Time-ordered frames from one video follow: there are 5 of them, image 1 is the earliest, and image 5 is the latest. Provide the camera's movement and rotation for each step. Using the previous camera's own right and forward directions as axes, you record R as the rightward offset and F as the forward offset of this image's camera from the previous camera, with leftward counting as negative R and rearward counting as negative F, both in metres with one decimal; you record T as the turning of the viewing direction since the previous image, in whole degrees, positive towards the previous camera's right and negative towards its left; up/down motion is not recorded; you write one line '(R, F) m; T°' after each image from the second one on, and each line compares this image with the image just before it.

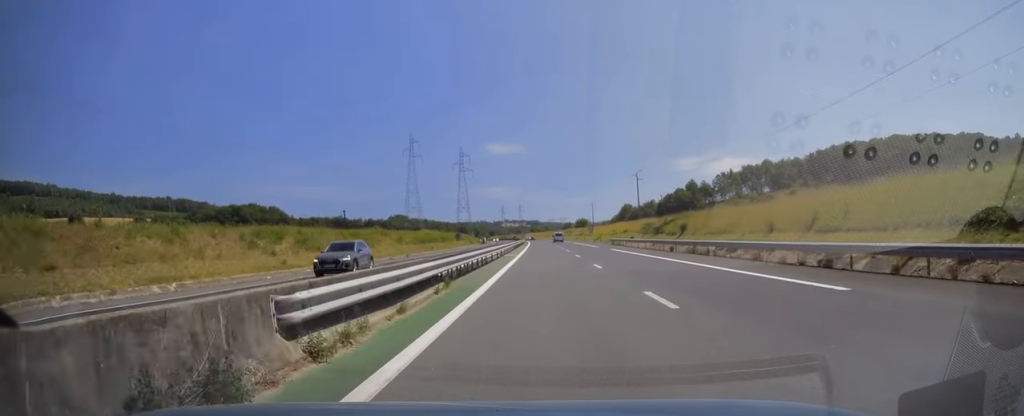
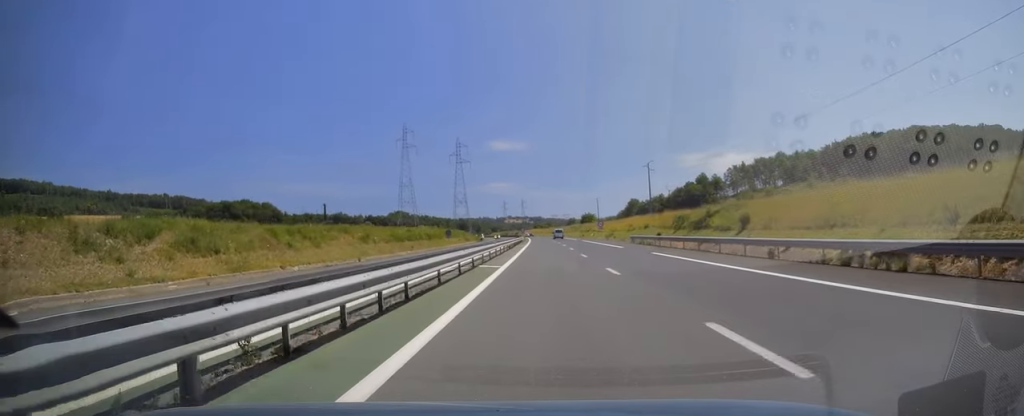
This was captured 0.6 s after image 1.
(0.0, +18.0) m; 0°
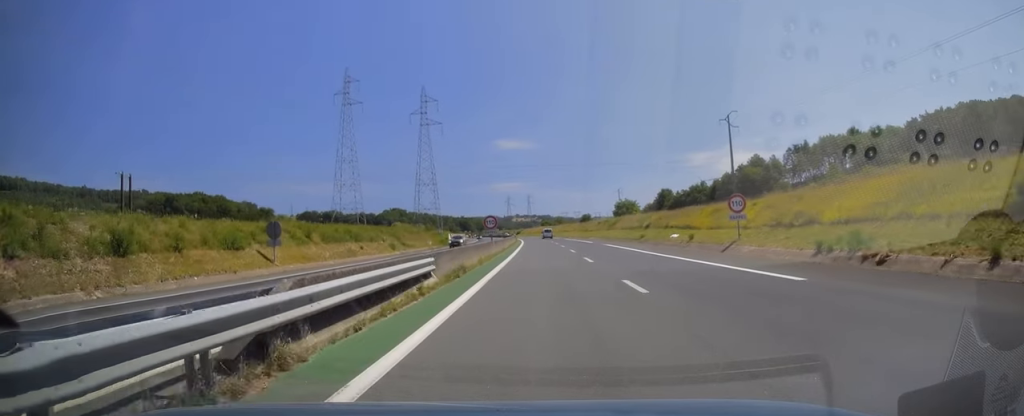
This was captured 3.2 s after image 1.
(-0.6, +81.5) m; -1°
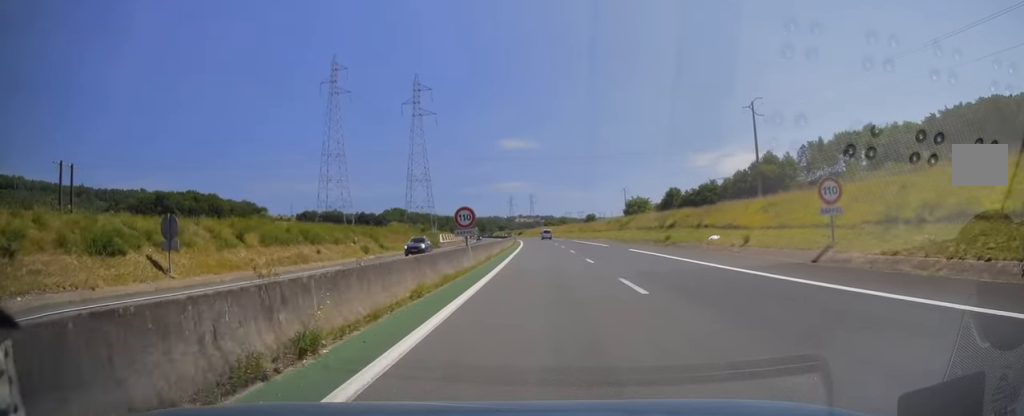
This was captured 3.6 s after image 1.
(-0.1, +12.8) m; 0°
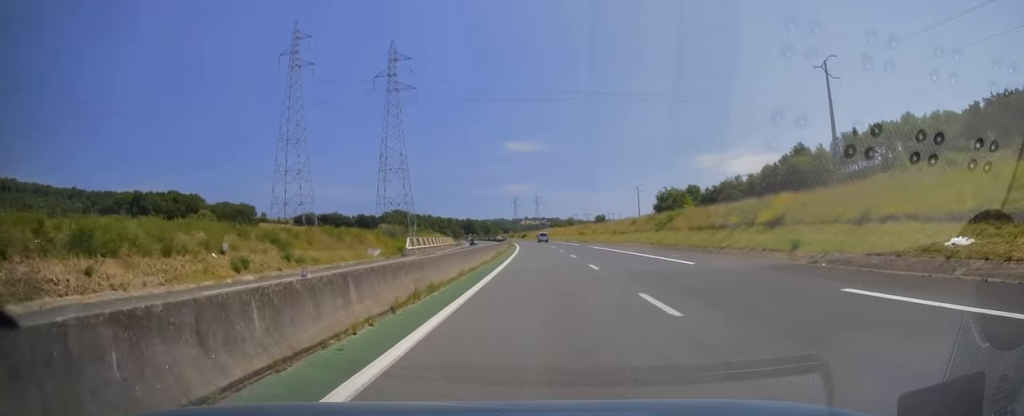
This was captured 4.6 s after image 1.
(0.0, +28.3) m; 0°
